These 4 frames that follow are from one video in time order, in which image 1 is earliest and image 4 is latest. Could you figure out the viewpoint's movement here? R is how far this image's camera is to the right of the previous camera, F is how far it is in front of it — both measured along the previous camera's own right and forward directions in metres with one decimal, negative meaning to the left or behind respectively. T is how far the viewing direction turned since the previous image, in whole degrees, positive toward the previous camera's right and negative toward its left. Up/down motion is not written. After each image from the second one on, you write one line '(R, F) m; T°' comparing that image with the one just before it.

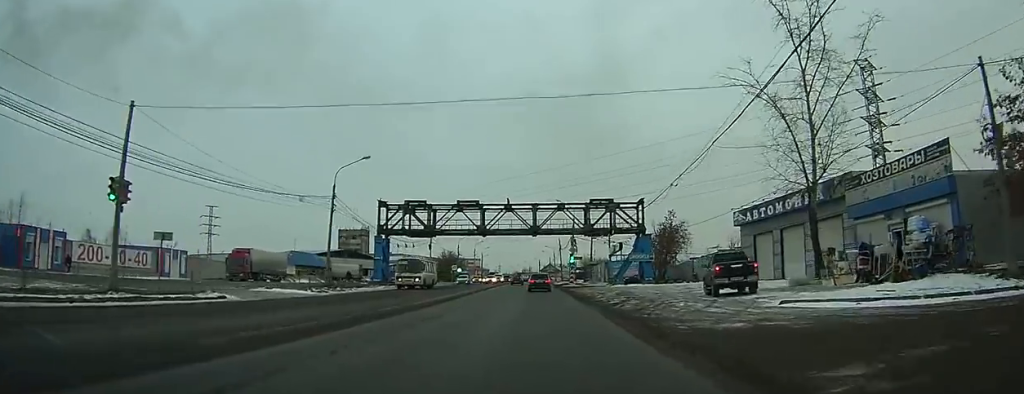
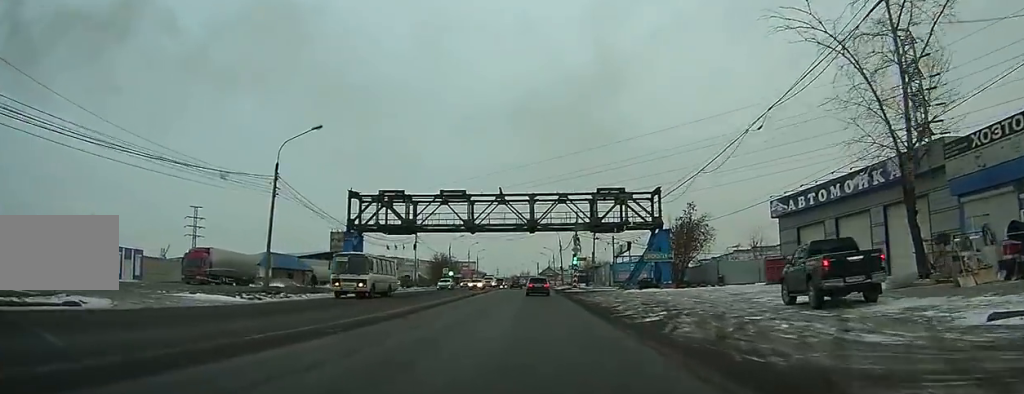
(0.0, +9.3) m; 0°
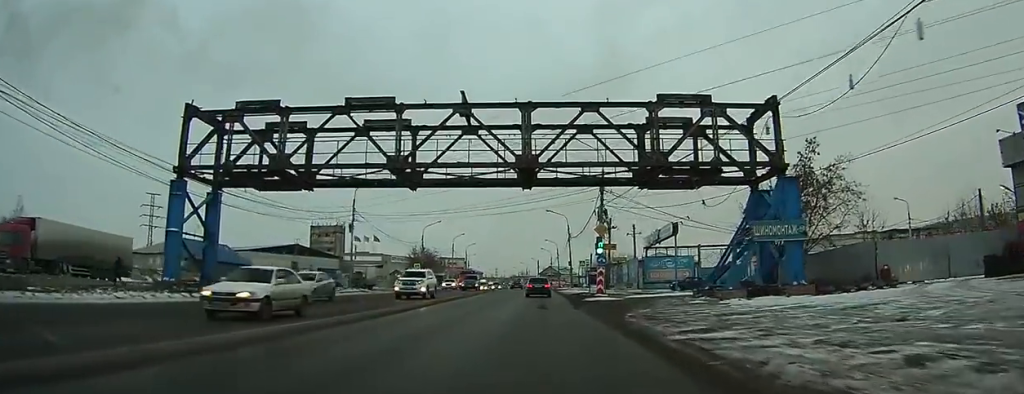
(+0.3, +25.8) m; +1°
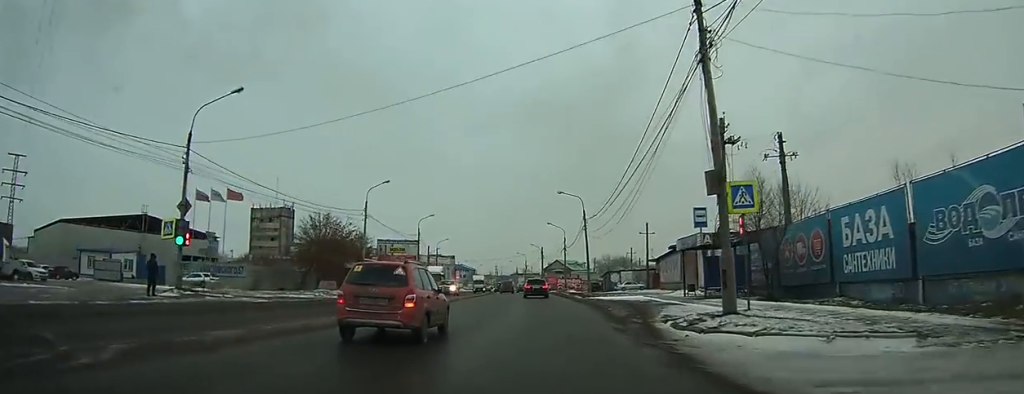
(-0.2, +59.2) m; -1°
